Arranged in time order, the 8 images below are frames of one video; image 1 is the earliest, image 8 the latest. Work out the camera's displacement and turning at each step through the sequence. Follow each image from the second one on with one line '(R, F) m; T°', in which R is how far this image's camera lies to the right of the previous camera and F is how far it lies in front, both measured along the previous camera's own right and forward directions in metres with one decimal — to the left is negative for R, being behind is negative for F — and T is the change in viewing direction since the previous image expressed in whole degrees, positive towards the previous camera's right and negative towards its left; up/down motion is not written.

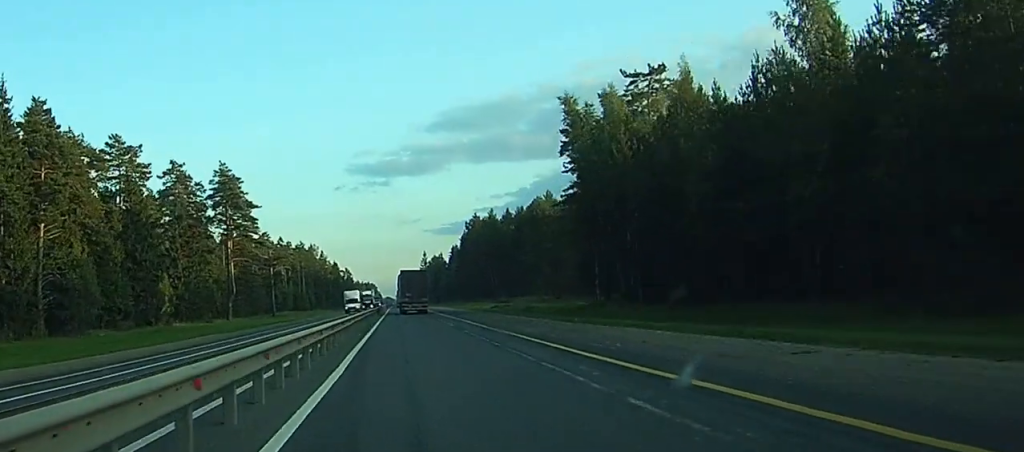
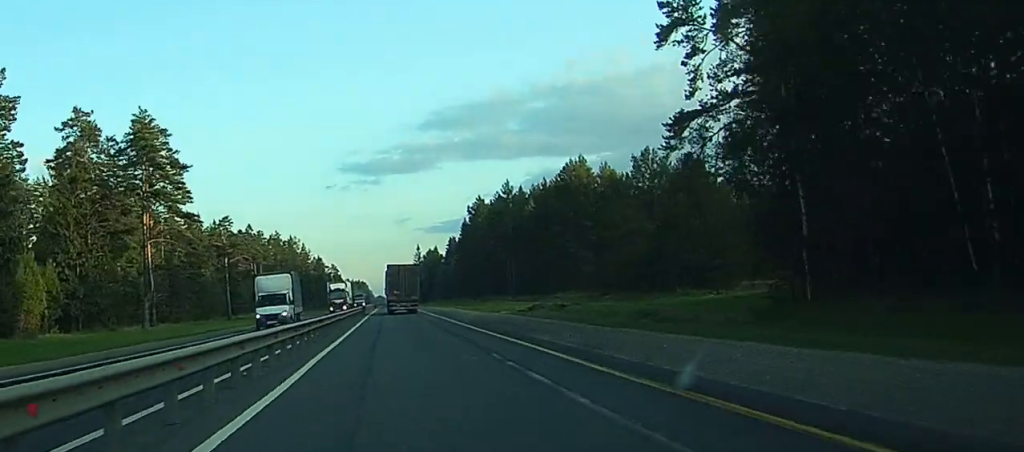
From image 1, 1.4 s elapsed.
(+0.1, +41.6) m; 0°
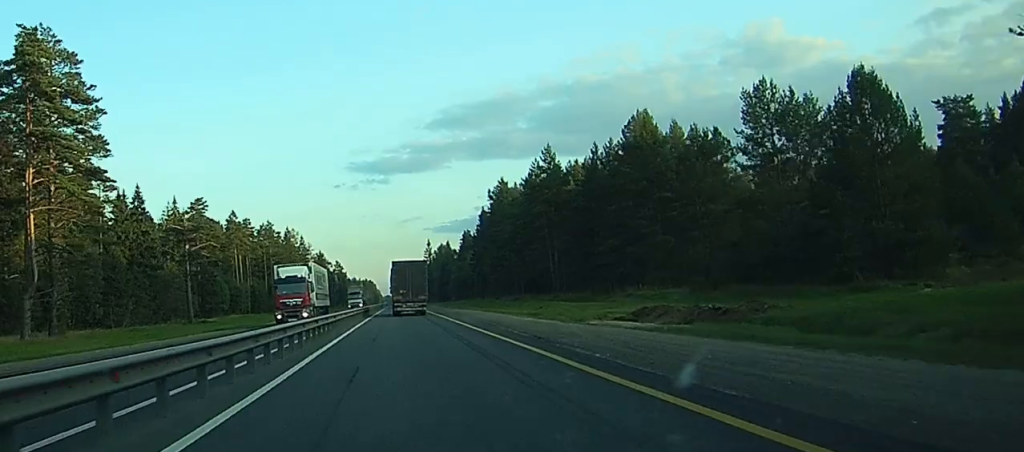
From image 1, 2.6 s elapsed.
(0.0, +33.9) m; 0°
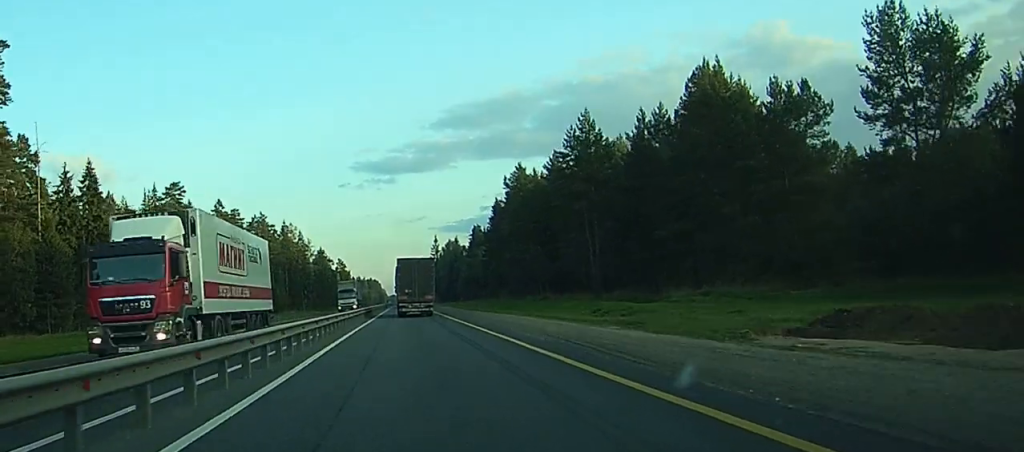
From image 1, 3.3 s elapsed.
(0.0, +21.3) m; 0°
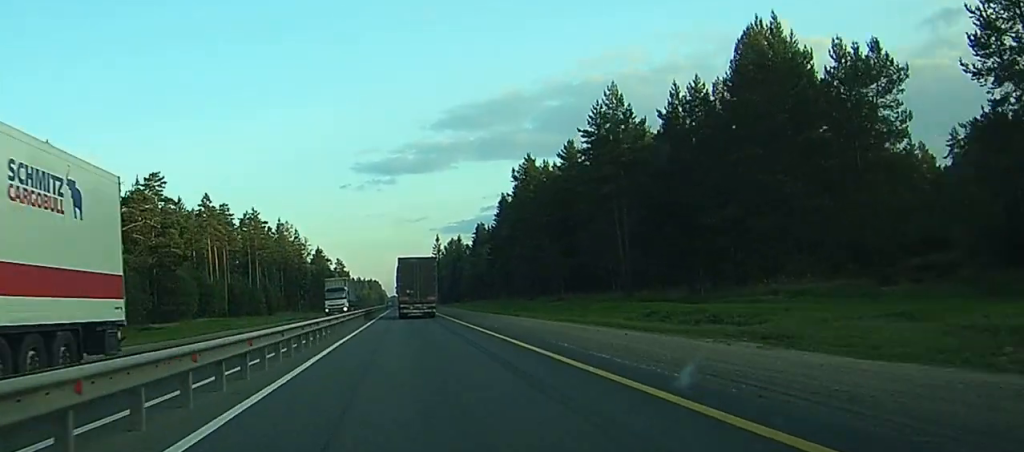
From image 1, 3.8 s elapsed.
(-0.1, +12.5) m; 0°
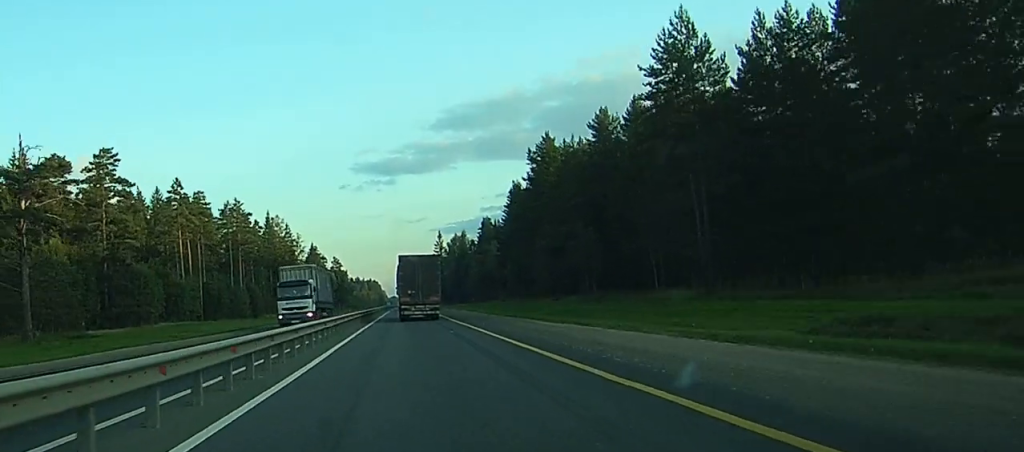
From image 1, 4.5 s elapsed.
(-0.1, +22.1) m; 0°
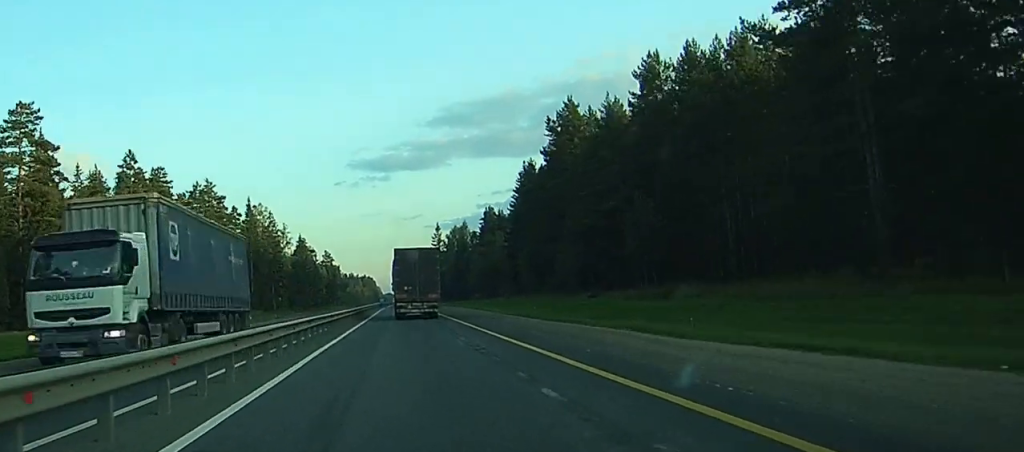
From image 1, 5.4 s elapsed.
(0.0, +23.6) m; -1°
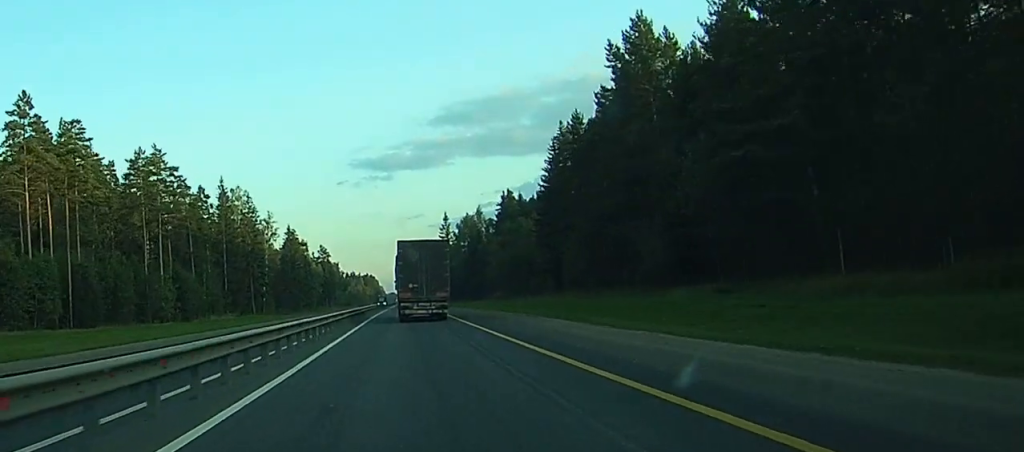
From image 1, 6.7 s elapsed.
(-0.4, +36.3) m; 0°
